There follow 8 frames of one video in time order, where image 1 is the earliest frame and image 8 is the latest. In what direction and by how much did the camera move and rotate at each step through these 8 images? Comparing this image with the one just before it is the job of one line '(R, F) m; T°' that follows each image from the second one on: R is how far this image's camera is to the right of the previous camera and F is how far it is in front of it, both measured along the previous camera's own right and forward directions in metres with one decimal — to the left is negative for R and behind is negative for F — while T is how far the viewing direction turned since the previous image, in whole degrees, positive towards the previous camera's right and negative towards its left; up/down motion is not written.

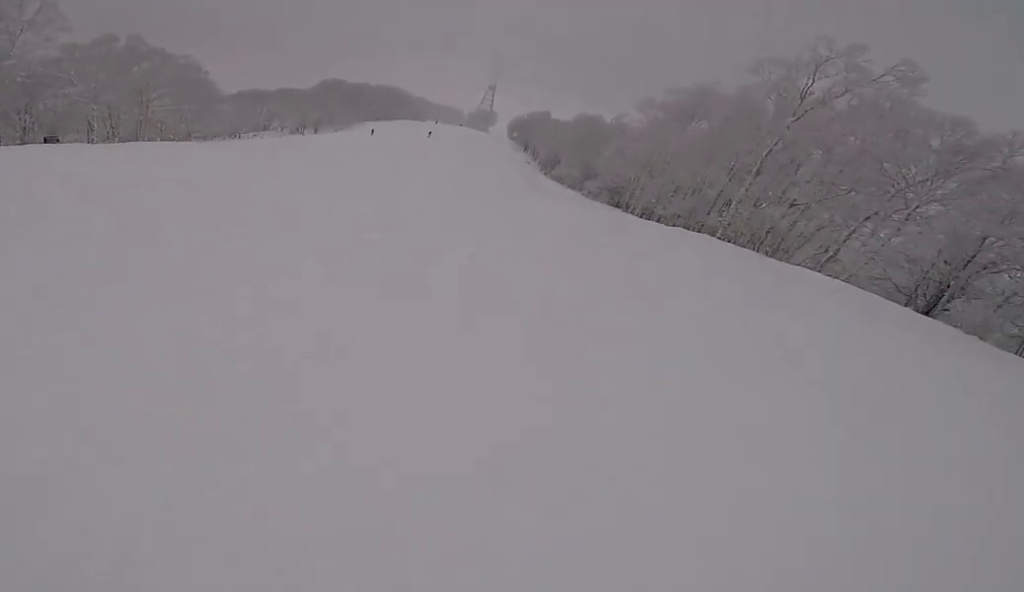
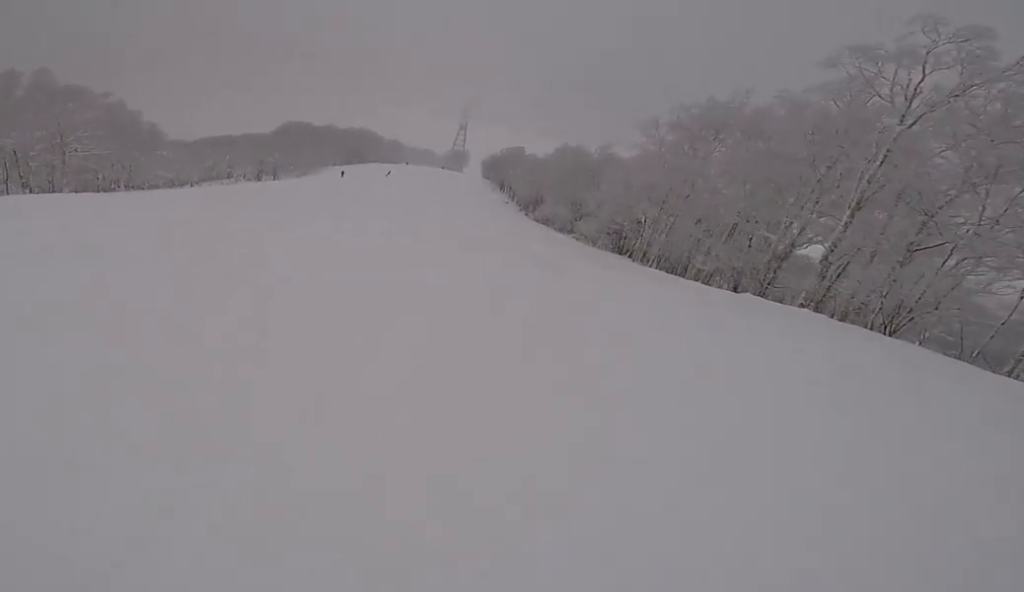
(-0.4, +11.4) m; +2°
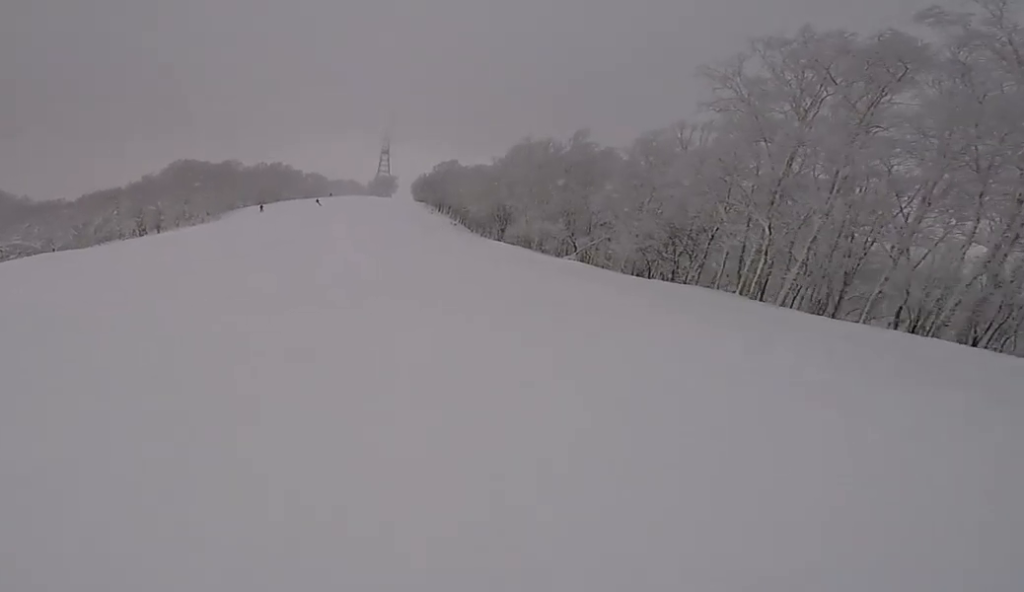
(+1.3, +19.2) m; +3°
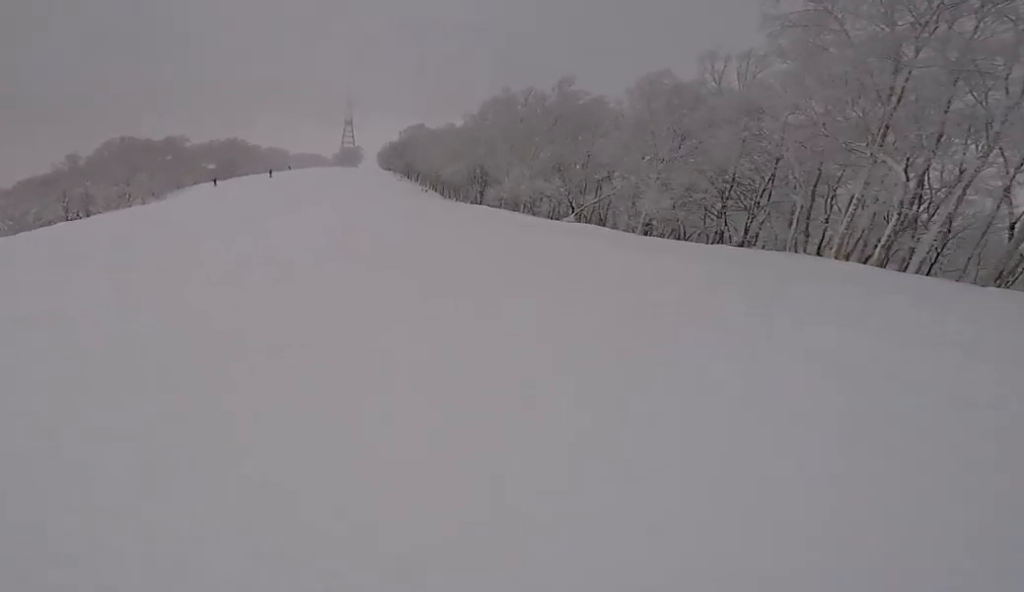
(-0.1, +7.6) m; -1°
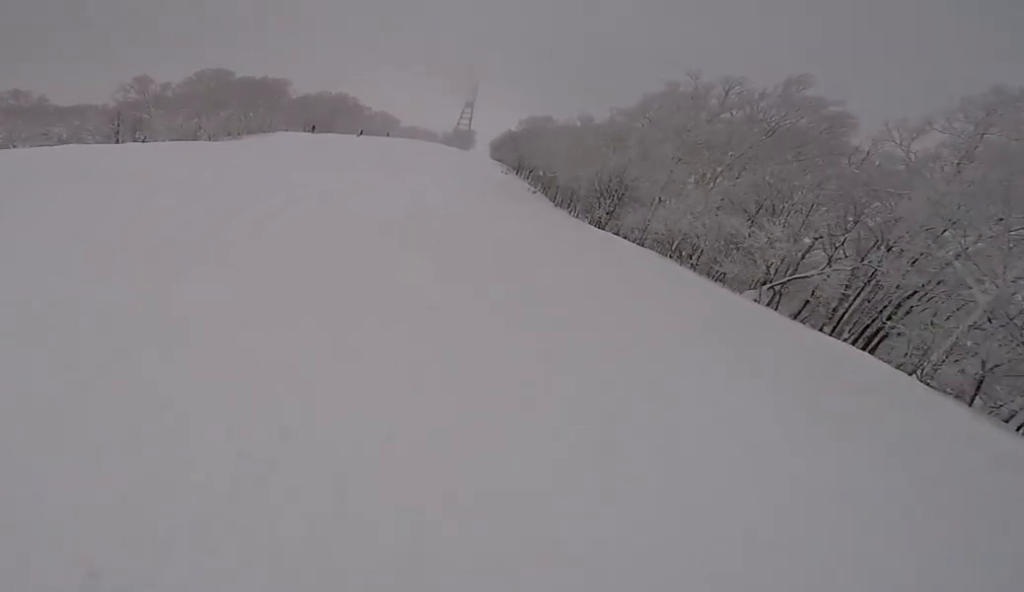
(-0.3, +13.5) m; -6°
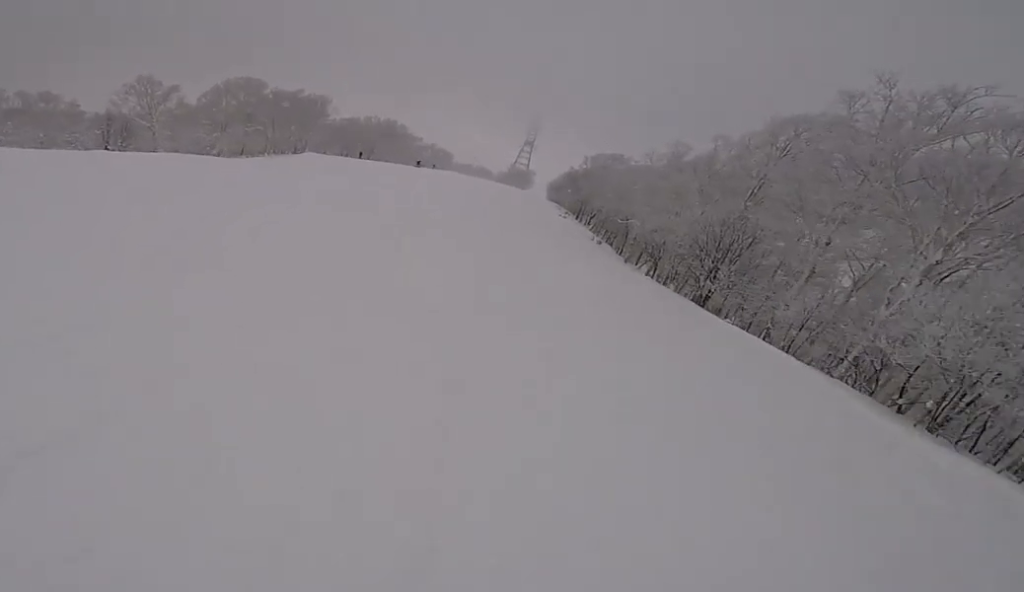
(-0.8, +11.7) m; -8°
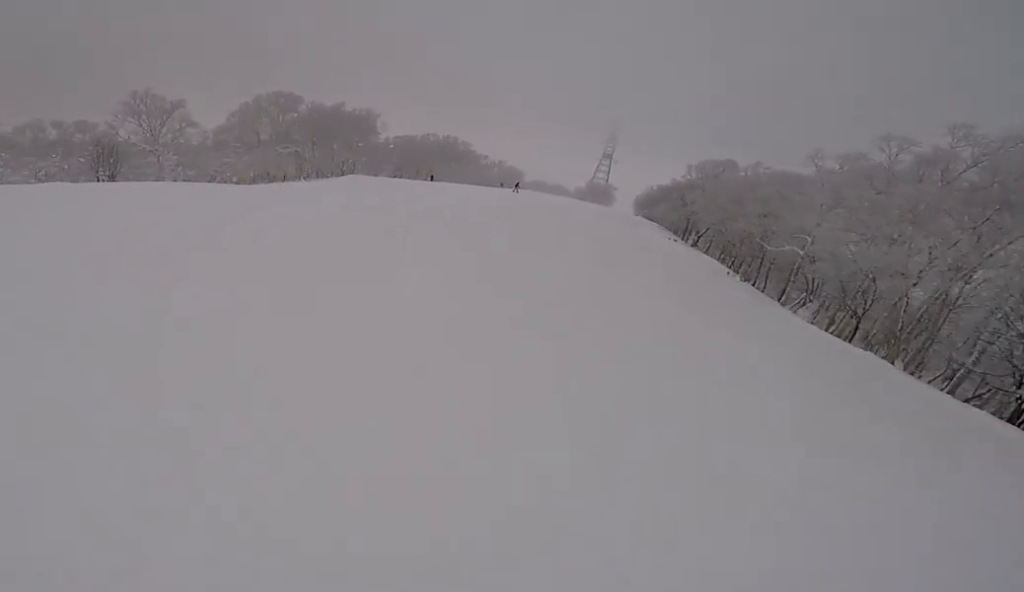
(-0.8, +12.3) m; -7°
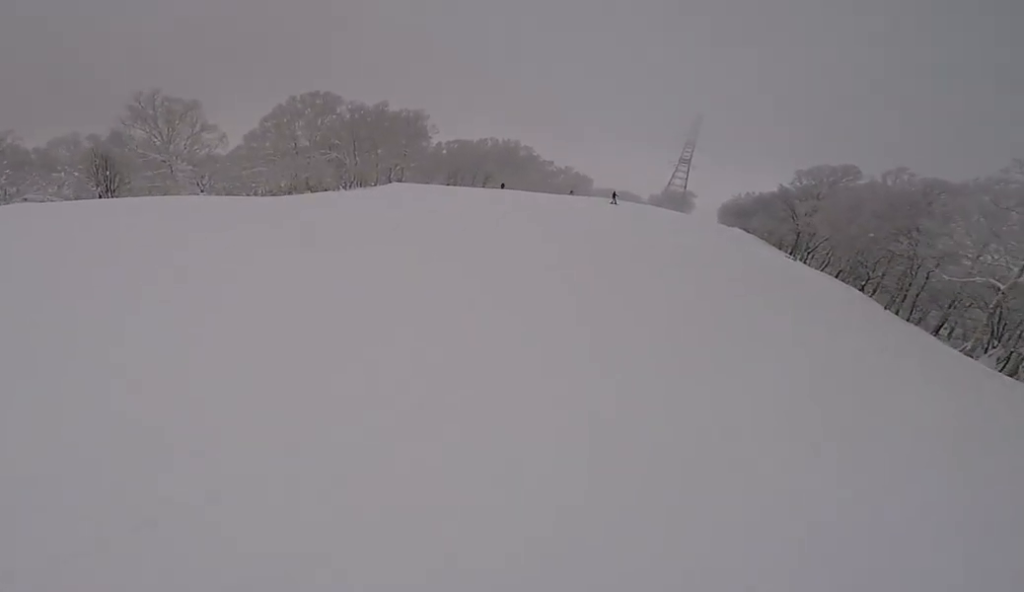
(-0.5, +7.2) m; +1°
